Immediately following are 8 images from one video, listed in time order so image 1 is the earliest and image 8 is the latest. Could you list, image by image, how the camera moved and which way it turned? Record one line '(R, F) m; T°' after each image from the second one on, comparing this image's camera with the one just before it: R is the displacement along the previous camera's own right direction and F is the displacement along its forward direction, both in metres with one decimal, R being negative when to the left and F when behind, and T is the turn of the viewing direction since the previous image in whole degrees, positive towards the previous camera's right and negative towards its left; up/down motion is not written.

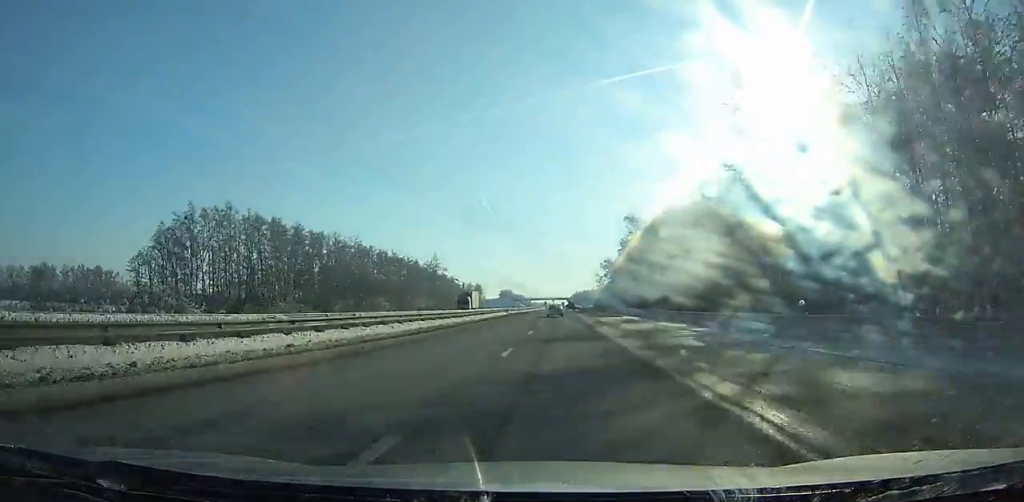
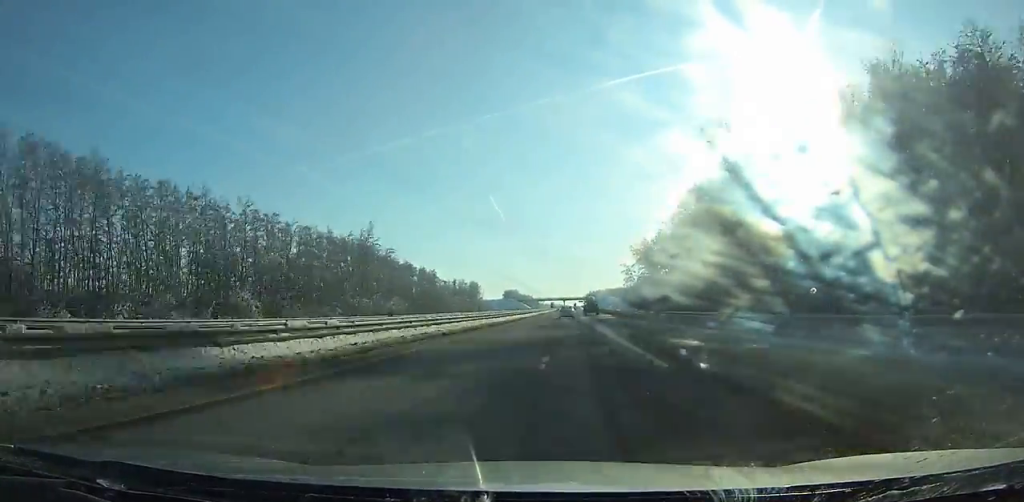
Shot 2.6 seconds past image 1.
(-0.8, +74.9) m; -1°
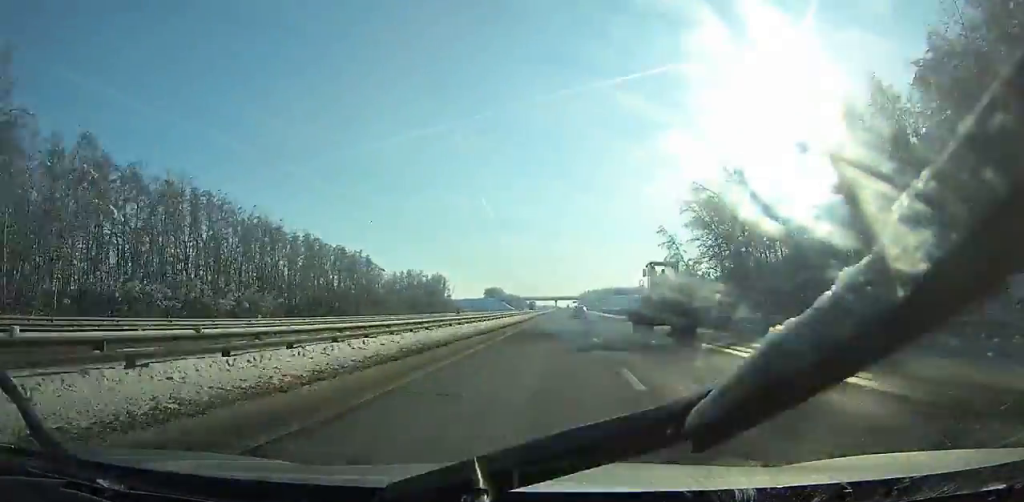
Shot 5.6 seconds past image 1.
(-0.1, +86.6) m; +1°
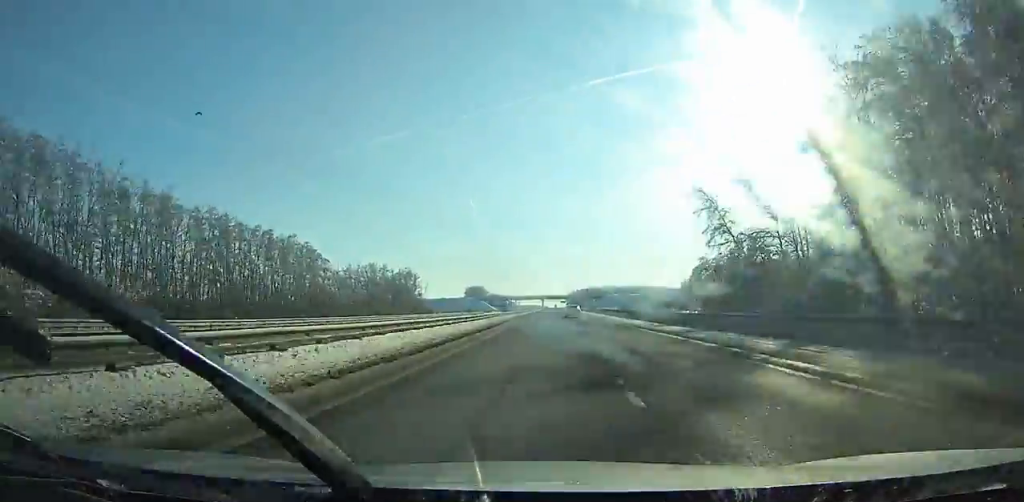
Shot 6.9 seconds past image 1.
(+0.2, +37.6) m; 0°
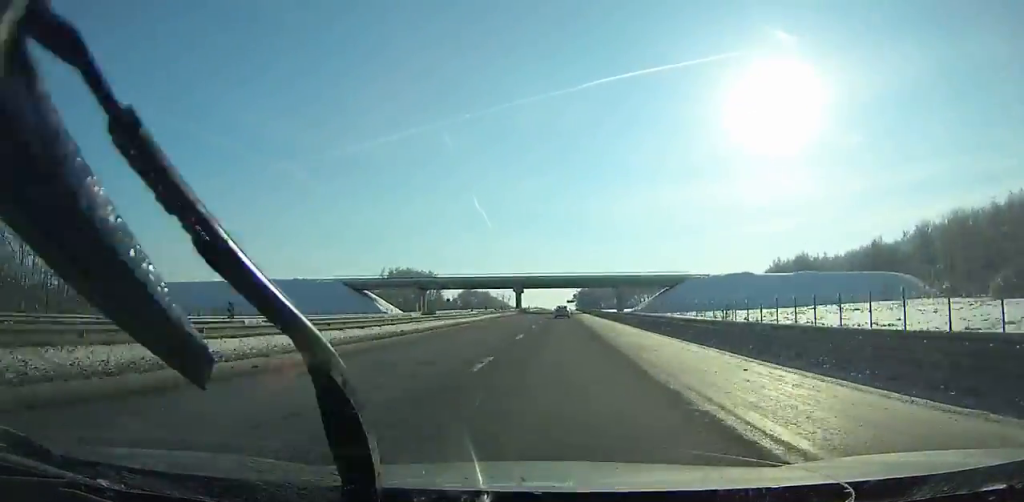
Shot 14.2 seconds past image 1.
(-0.1, +211.2) m; -1°
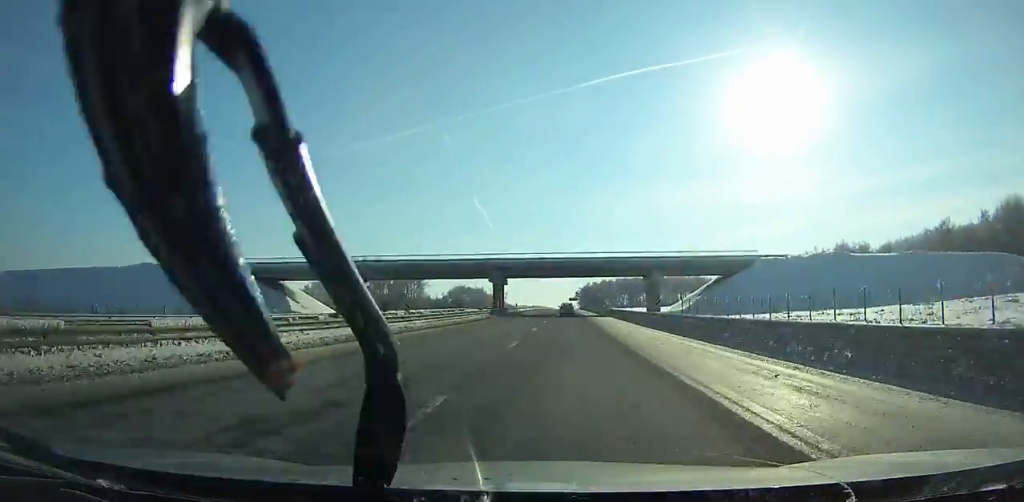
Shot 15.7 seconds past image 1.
(-0.1, +43.4) m; 0°
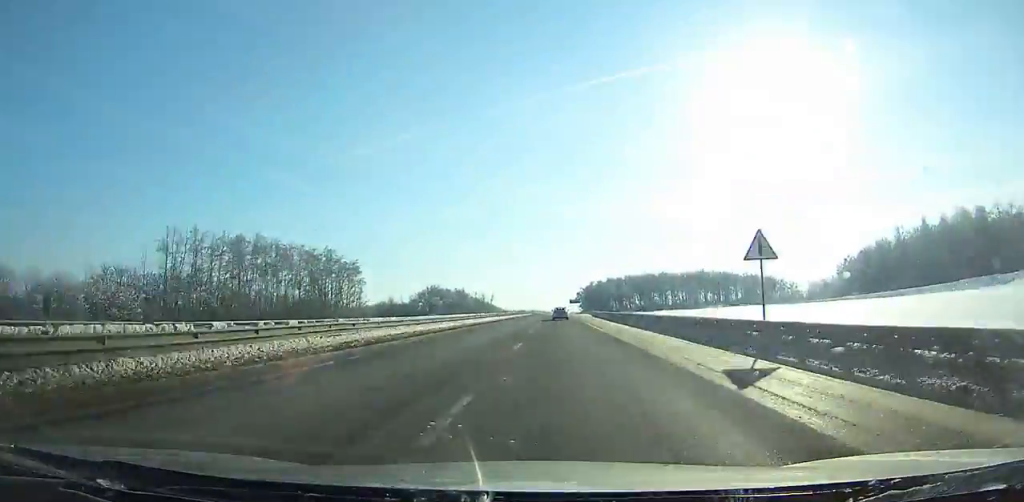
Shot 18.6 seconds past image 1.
(+0.3, +83.4) m; 0°
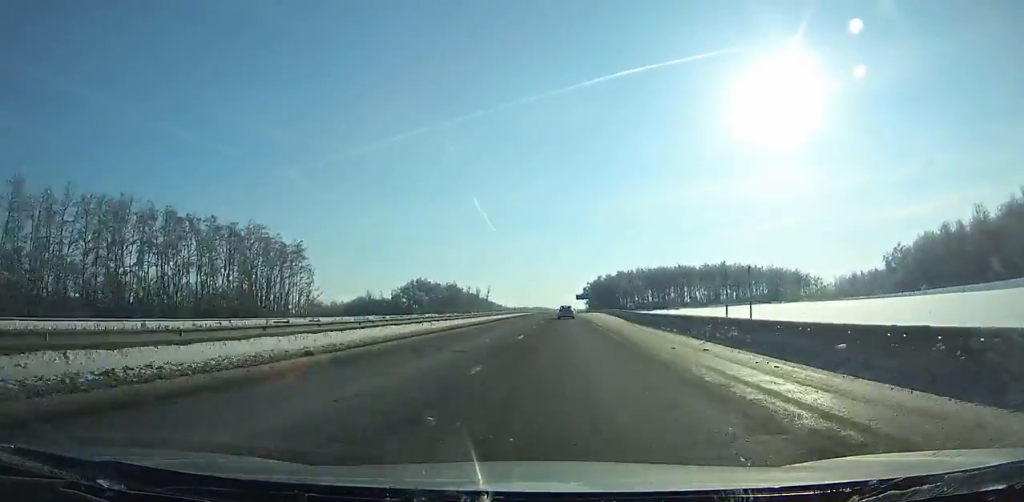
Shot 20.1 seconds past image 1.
(-0.2, +42.8) m; 0°
